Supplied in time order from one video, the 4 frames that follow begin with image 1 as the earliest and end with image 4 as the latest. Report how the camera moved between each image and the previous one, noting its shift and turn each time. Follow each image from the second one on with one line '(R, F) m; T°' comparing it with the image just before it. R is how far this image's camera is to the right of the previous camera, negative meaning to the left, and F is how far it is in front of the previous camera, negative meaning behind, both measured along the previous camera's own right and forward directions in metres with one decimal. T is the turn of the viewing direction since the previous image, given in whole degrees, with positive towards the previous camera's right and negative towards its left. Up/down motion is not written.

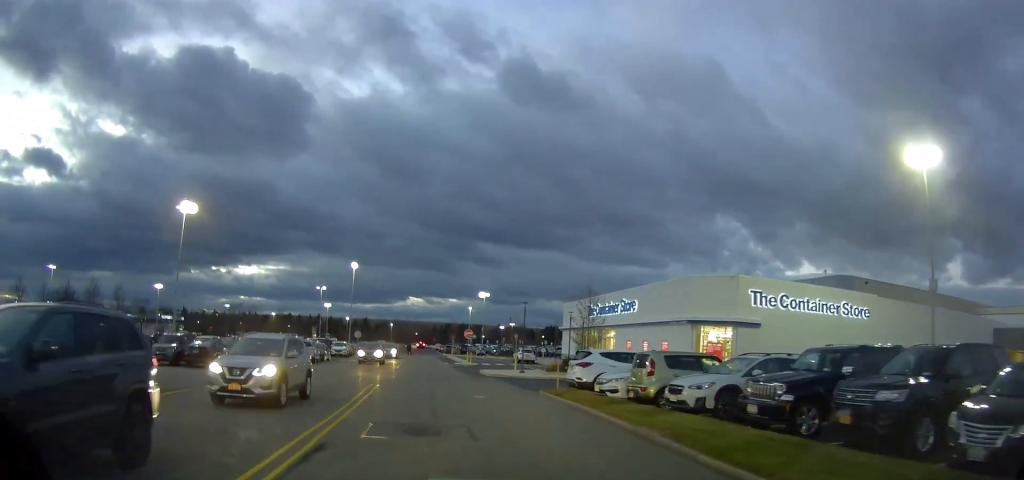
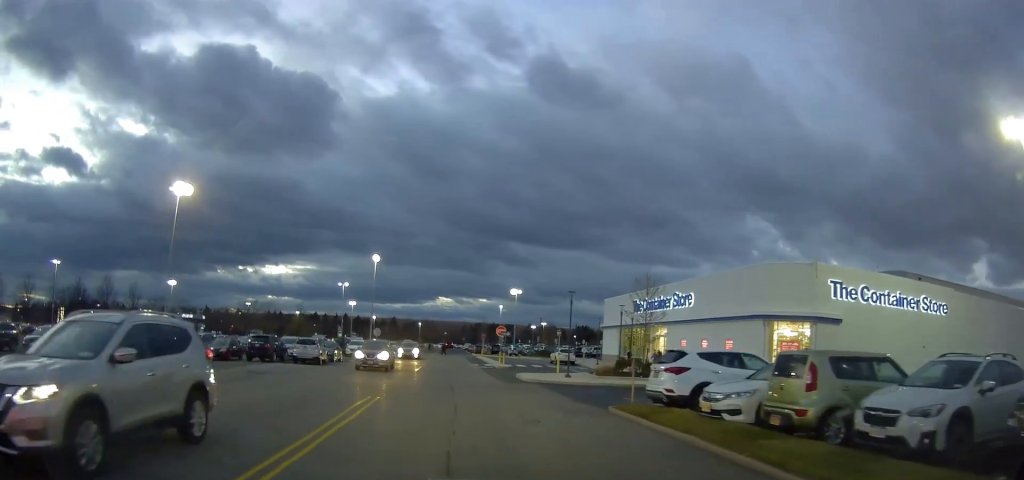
(-0.2, +6.7) m; 0°
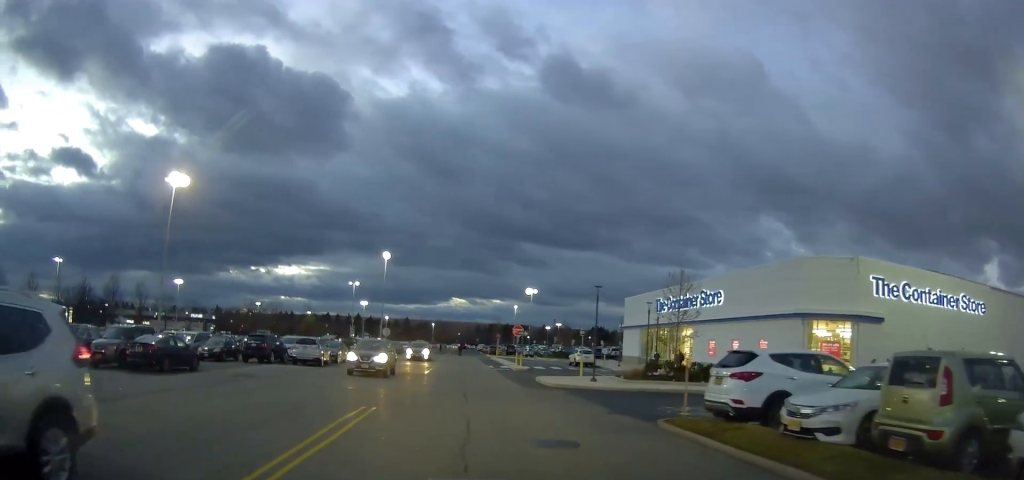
(+0.1, +2.9) m; -2°
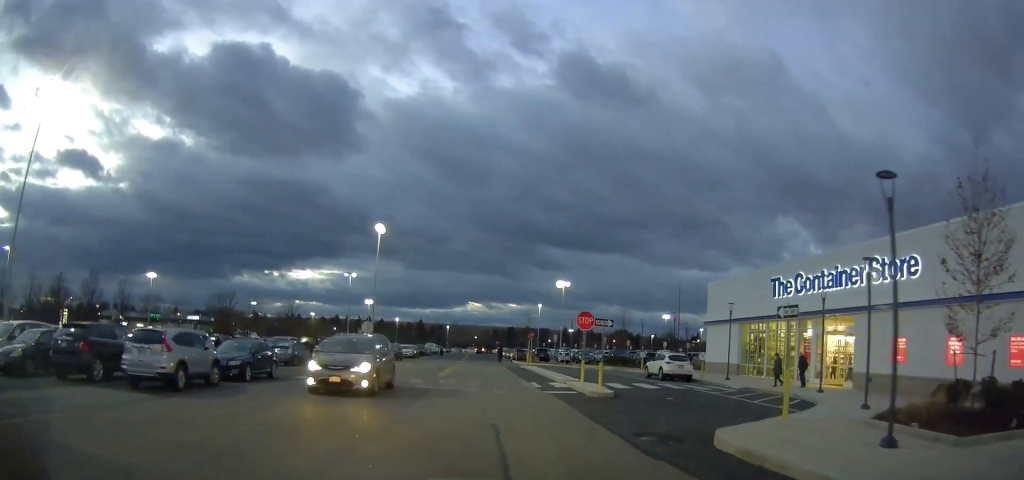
(-1.3, +18.7) m; -9°
